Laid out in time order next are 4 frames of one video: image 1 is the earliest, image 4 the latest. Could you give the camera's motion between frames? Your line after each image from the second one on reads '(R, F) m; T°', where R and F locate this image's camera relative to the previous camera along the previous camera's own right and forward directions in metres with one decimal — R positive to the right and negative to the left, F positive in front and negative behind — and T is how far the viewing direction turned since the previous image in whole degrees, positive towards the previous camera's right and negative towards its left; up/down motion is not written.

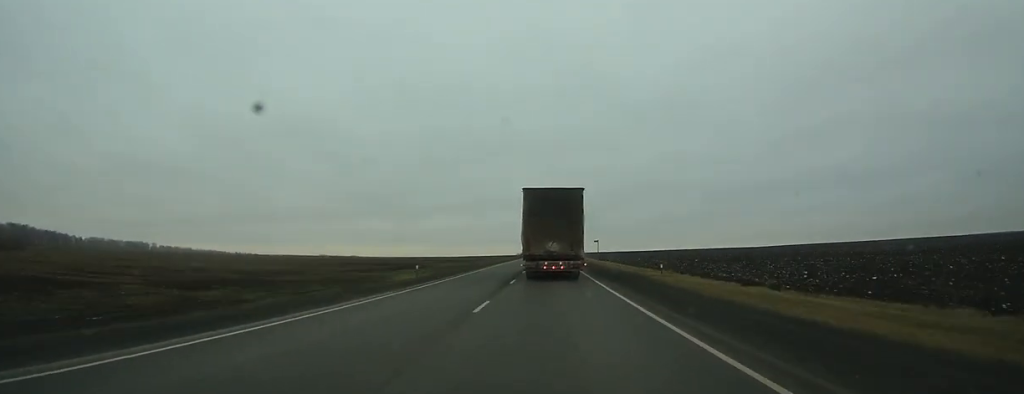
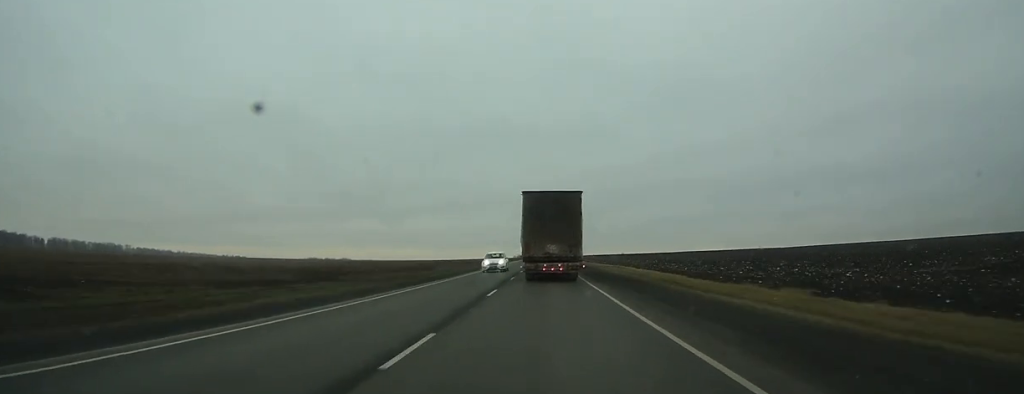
(0.0, +102.8) m; 0°
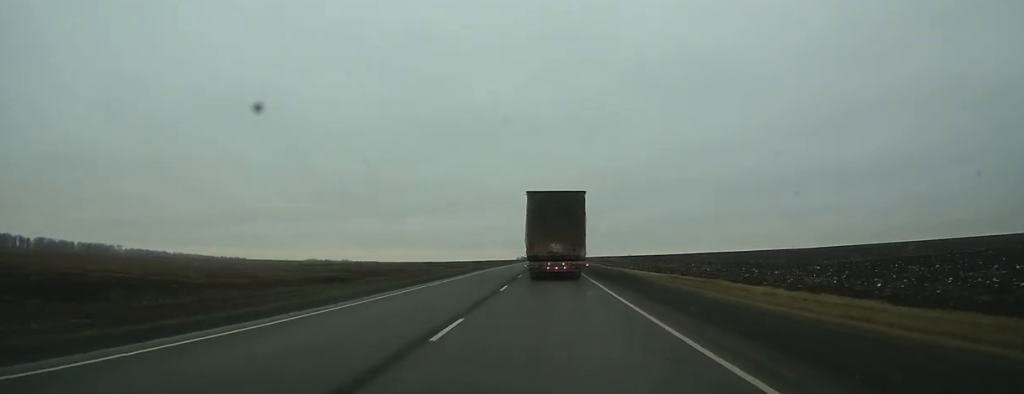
(-0.1, +47.2) m; 0°
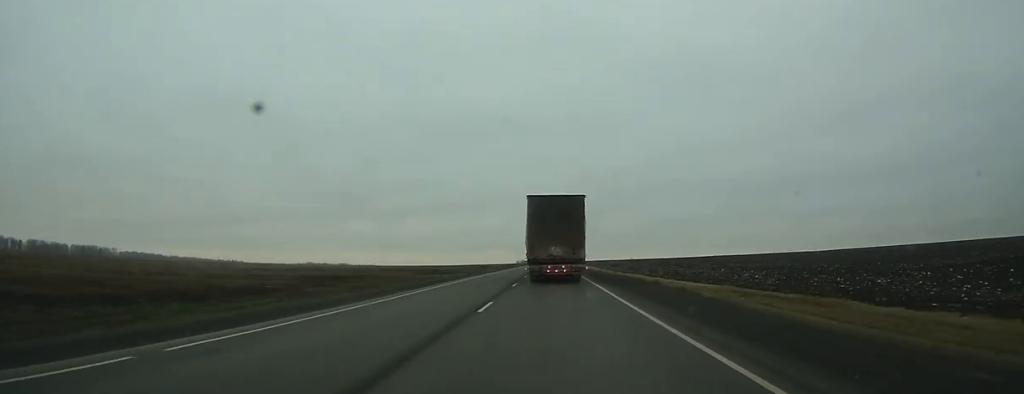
(+0.1, +20.6) m; 0°
